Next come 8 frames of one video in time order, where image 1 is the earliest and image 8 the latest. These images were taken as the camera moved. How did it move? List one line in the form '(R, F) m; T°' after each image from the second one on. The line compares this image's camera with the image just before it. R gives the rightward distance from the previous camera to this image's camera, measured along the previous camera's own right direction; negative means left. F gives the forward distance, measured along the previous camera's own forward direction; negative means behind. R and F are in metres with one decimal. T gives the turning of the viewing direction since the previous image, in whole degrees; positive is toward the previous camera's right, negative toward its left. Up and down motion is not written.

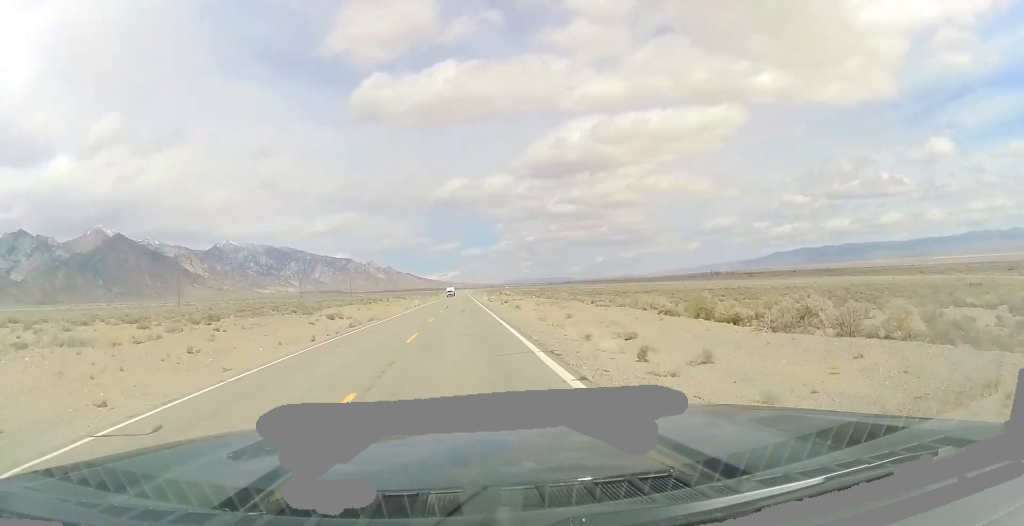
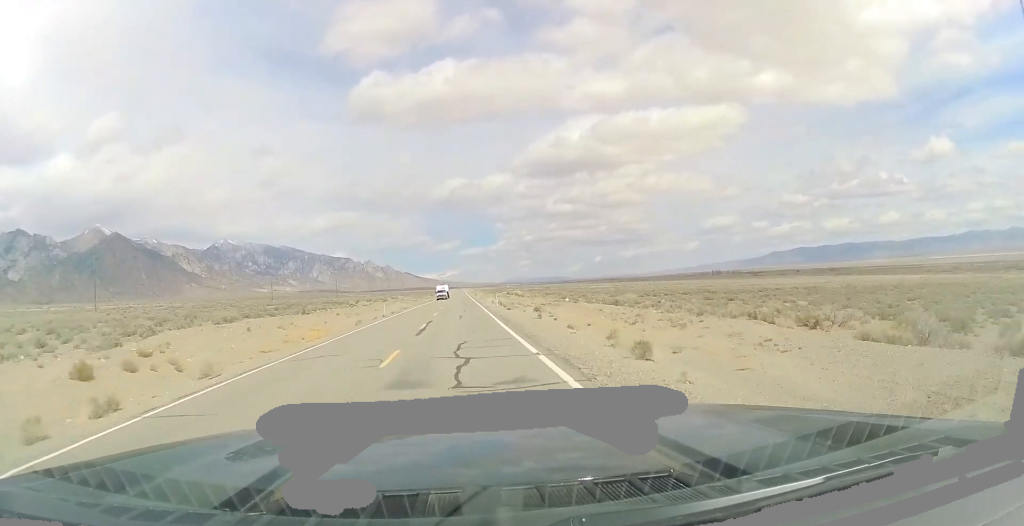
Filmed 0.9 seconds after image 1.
(-0.2, +29.8) m; 0°
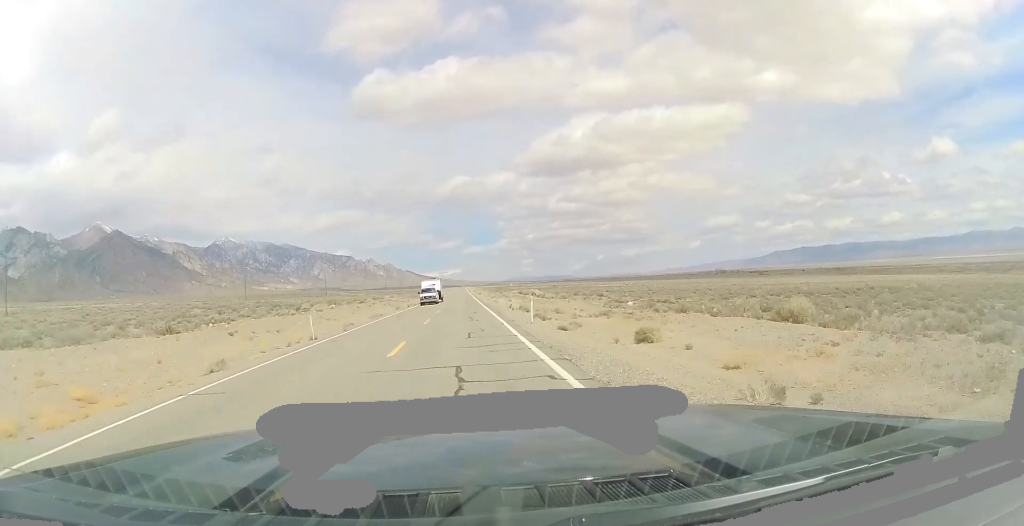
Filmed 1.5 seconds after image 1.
(+0.1, +22.9) m; +1°
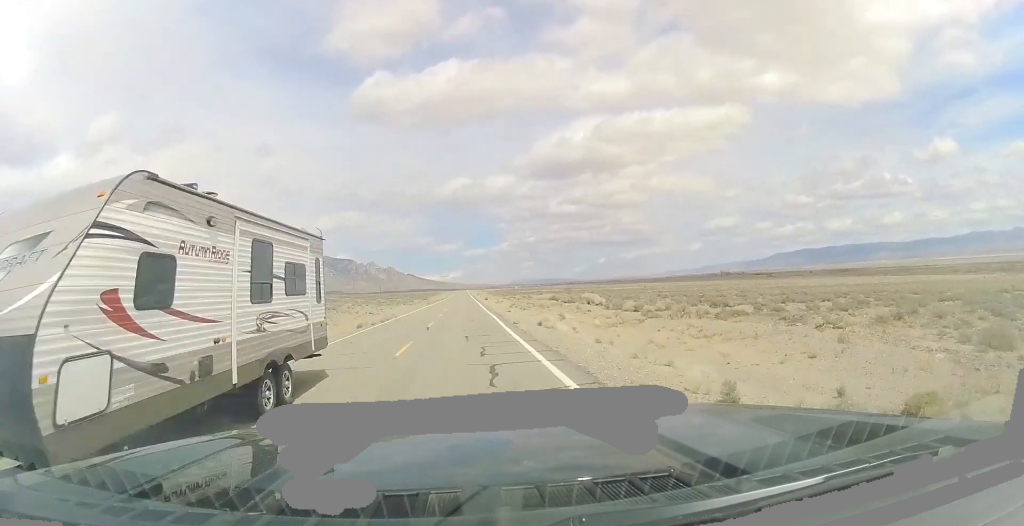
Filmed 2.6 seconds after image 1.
(+0.4, +35.5) m; 0°
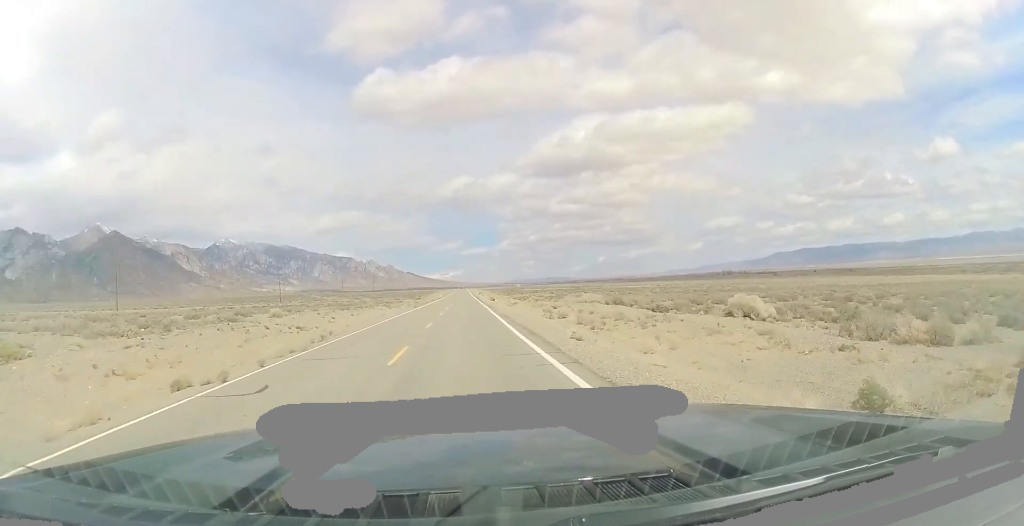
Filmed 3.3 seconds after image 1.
(-0.1, +26.3) m; 0°
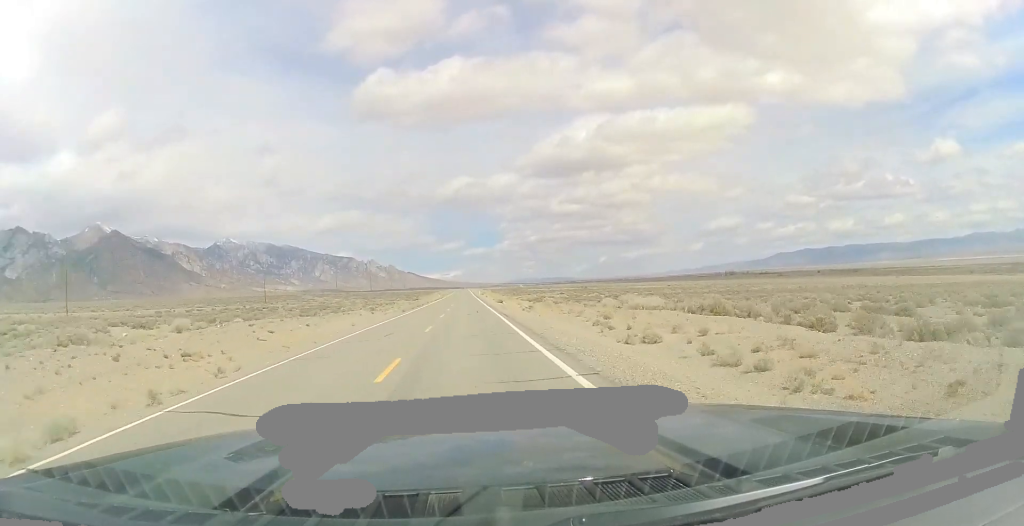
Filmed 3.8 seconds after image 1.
(-0.1, +14.8) m; 0°
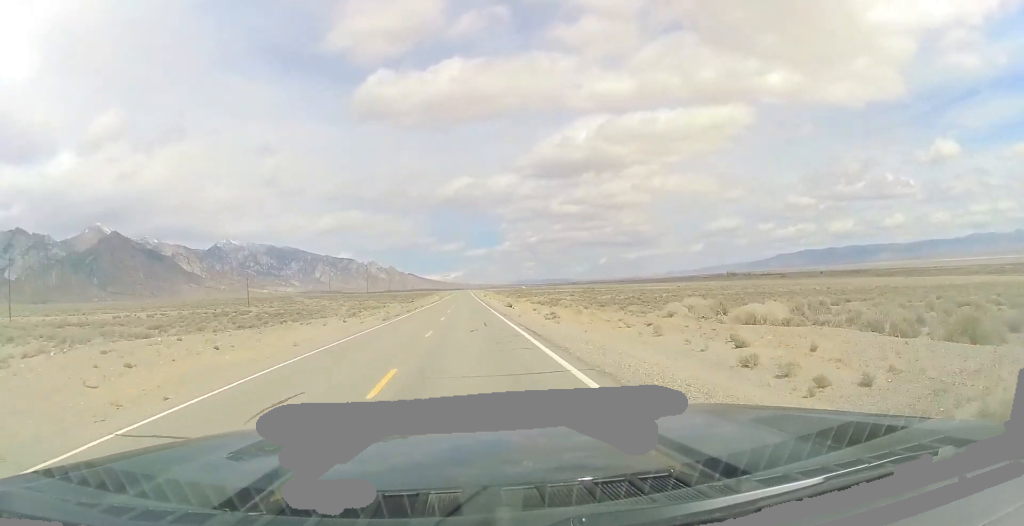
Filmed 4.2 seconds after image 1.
(0.0, +13.7) m; 0°
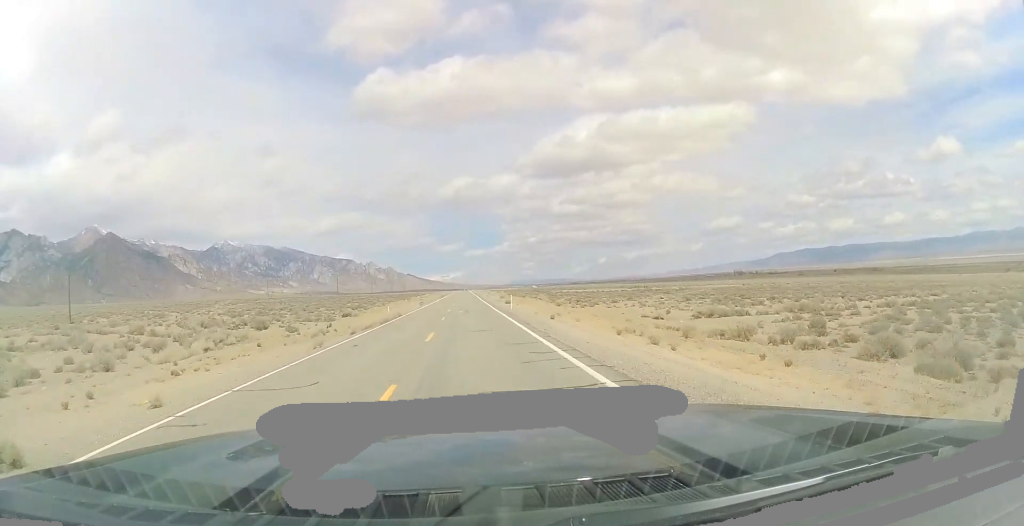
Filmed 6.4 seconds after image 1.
(+0.4, +75.5) m; +1°
